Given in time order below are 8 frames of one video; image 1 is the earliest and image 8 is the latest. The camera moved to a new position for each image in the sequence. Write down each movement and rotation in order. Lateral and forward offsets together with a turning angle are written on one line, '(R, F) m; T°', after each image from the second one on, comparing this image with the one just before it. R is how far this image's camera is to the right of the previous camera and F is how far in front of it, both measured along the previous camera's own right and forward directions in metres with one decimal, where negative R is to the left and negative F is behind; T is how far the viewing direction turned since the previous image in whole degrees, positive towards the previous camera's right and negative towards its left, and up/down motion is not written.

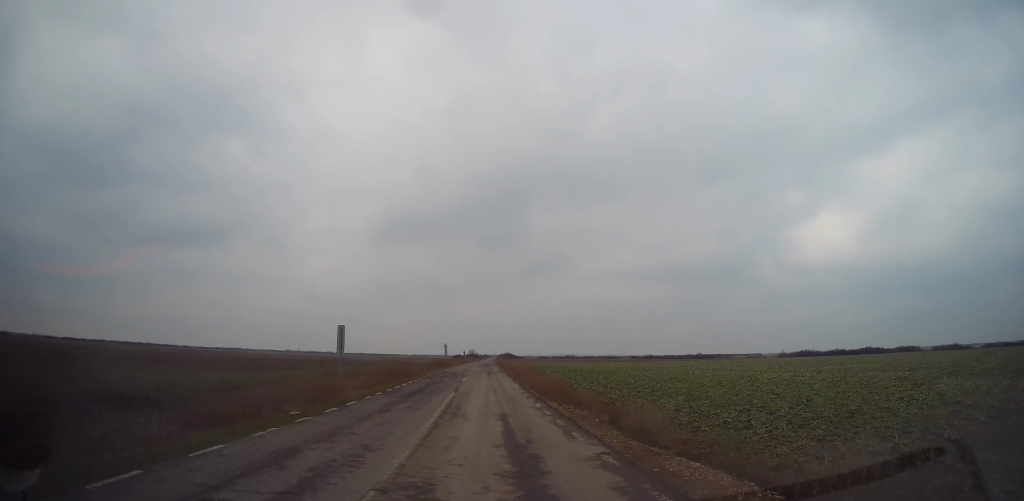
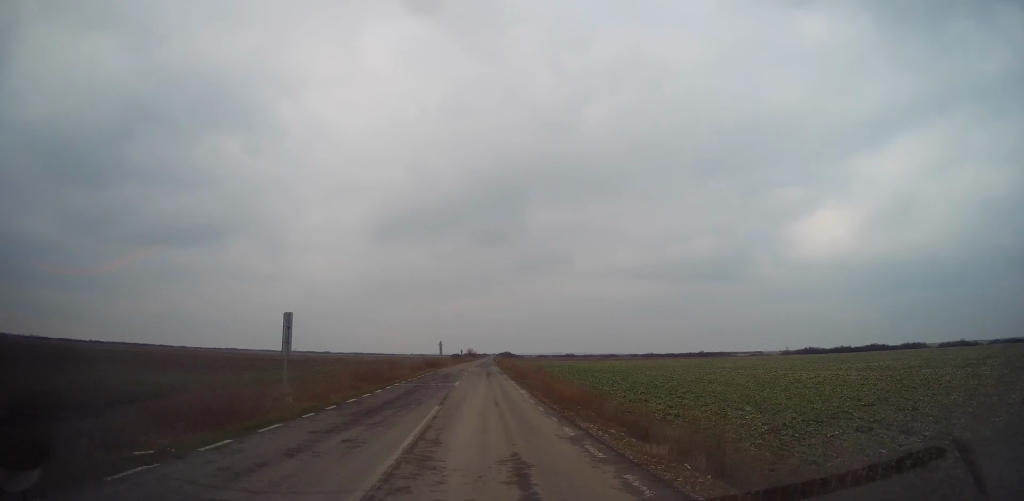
(+0.1, +5.1) m; -2°
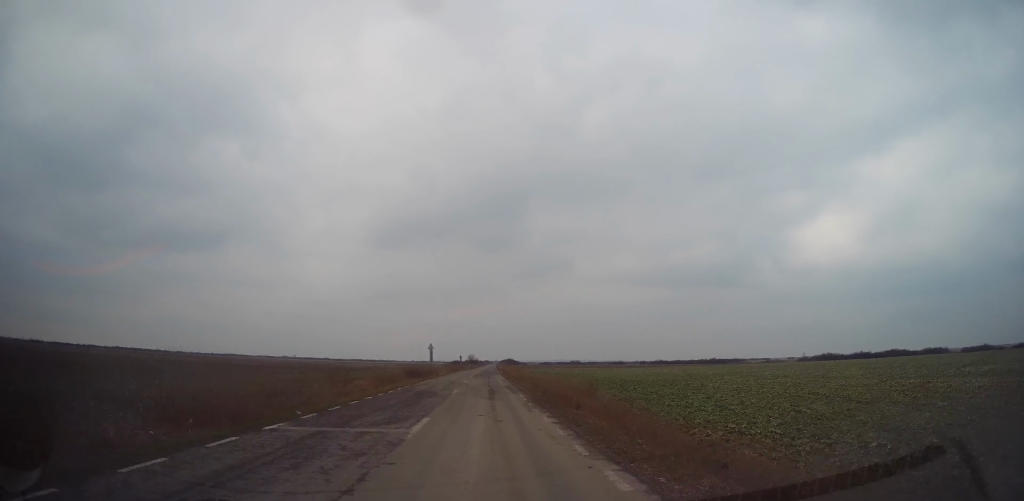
(-0.4, +13.5) m; 0°
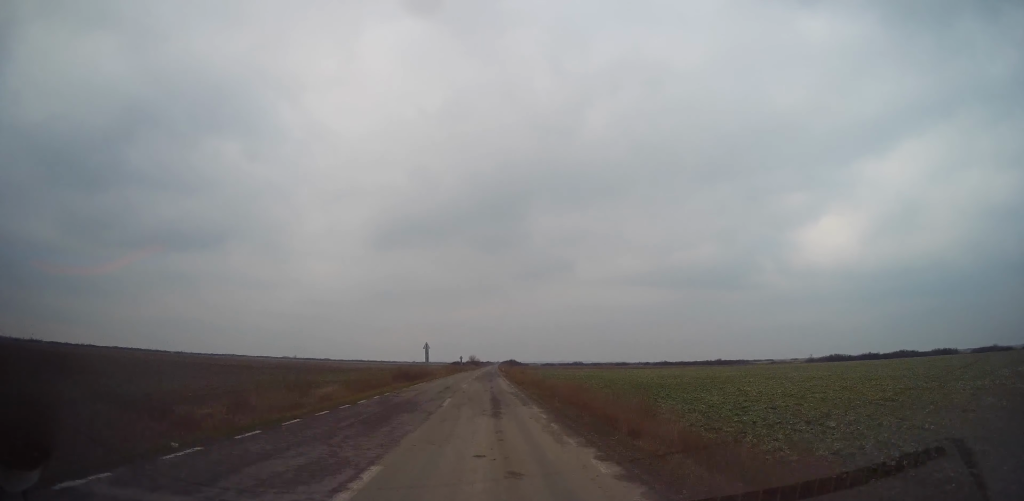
(+0.1, +4.9) m; +1°
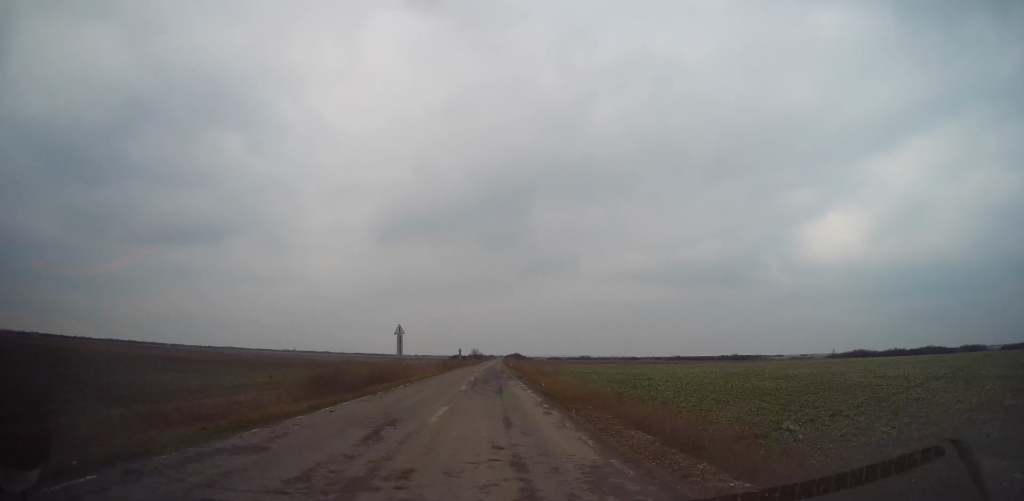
(+0.1, +16.1) m; 0°
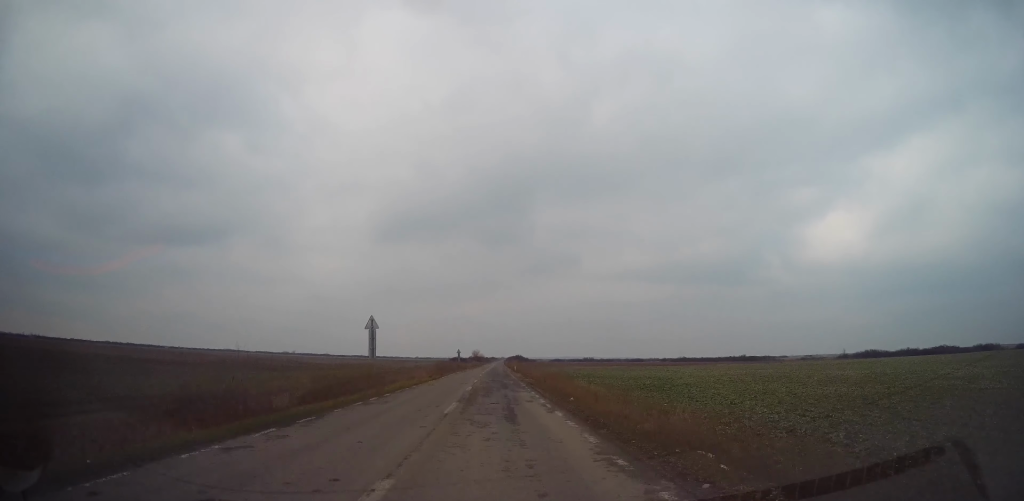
(0.0, +7.7) m; -1°
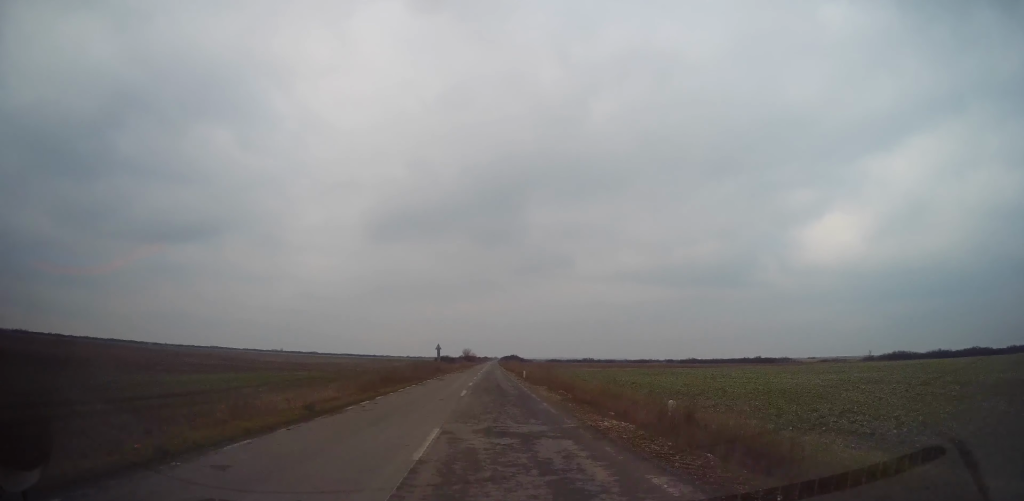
(-0.1, +23.5) m; 0°
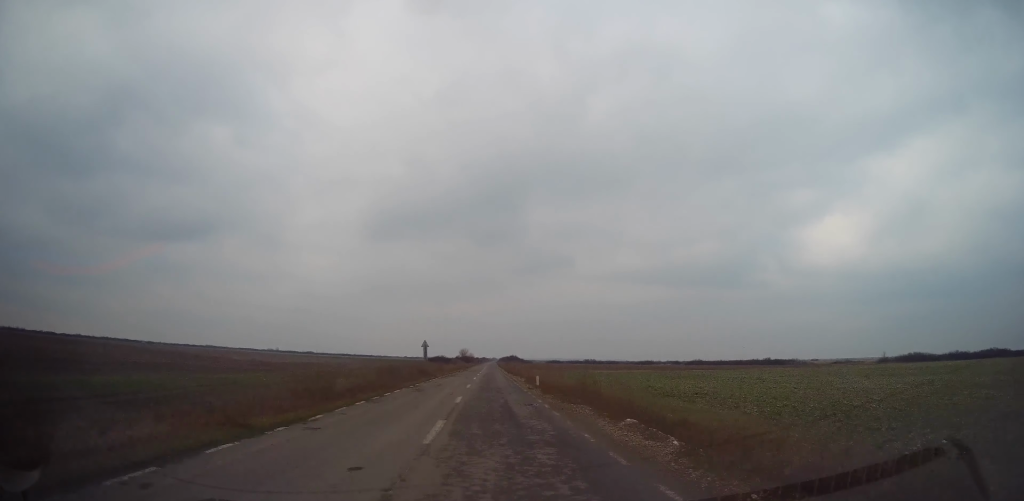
(0.0, +10.2) m; 0°
